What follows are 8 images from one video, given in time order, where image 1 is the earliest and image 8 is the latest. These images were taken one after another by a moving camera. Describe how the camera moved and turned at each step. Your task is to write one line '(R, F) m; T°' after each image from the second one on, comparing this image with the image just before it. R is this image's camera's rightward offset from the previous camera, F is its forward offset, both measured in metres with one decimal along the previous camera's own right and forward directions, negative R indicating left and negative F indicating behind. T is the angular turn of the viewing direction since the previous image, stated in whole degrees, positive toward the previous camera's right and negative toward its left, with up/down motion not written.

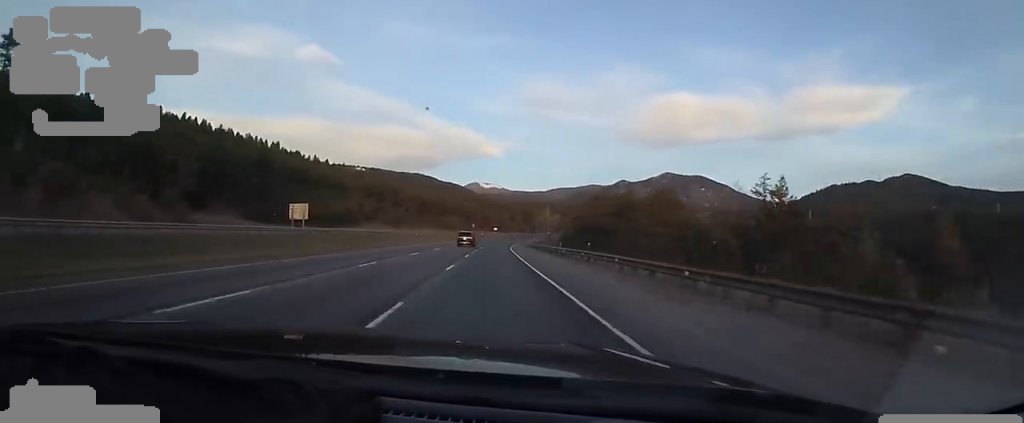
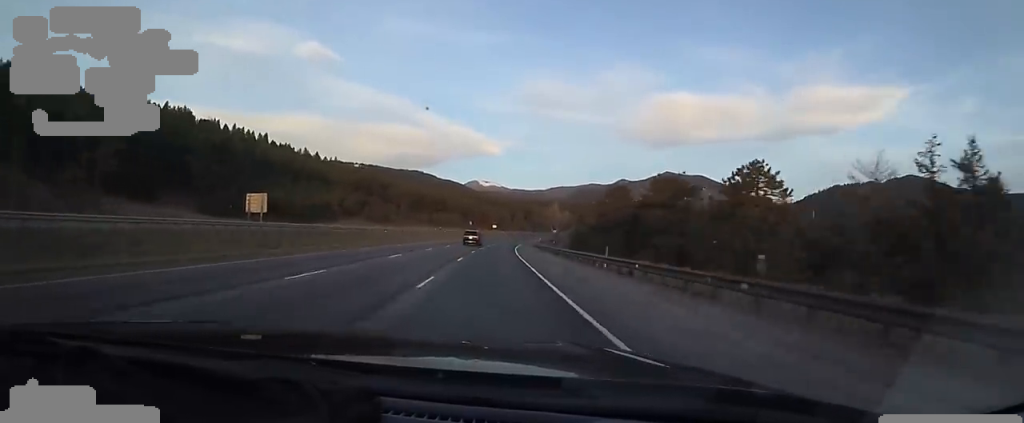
(+0.3, +18.8) m; +1°
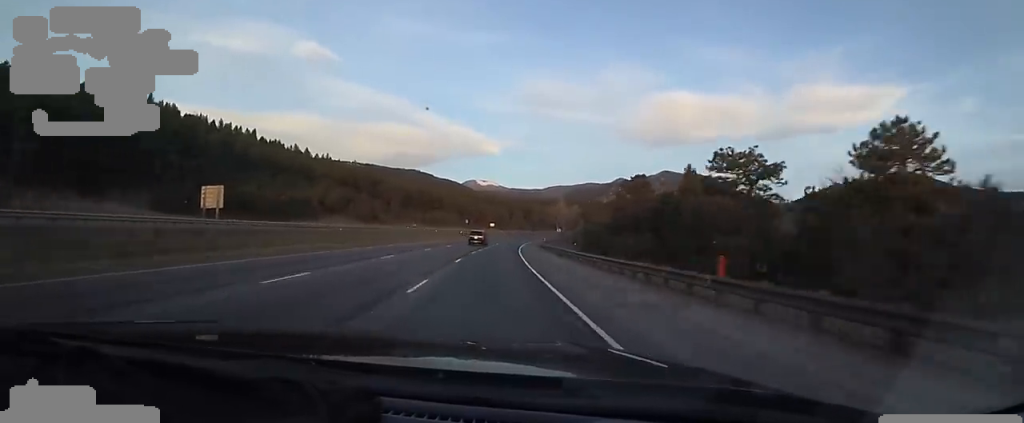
(+0.2, +13.5) m; +1°
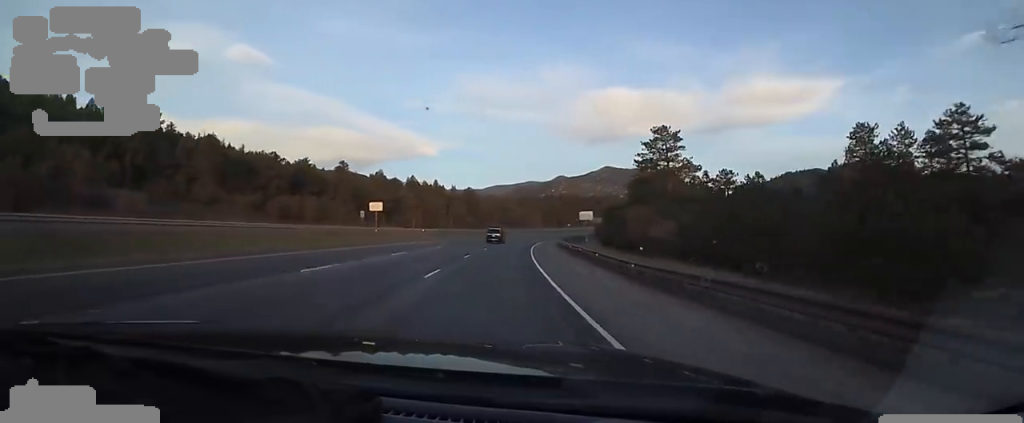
(+4.2, +91.3) m; +6°
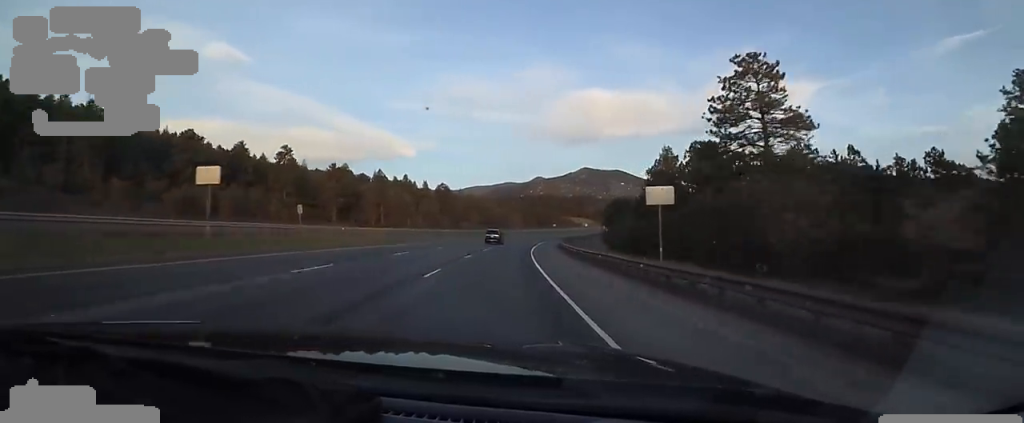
(0.0, +23.4) m; +2°
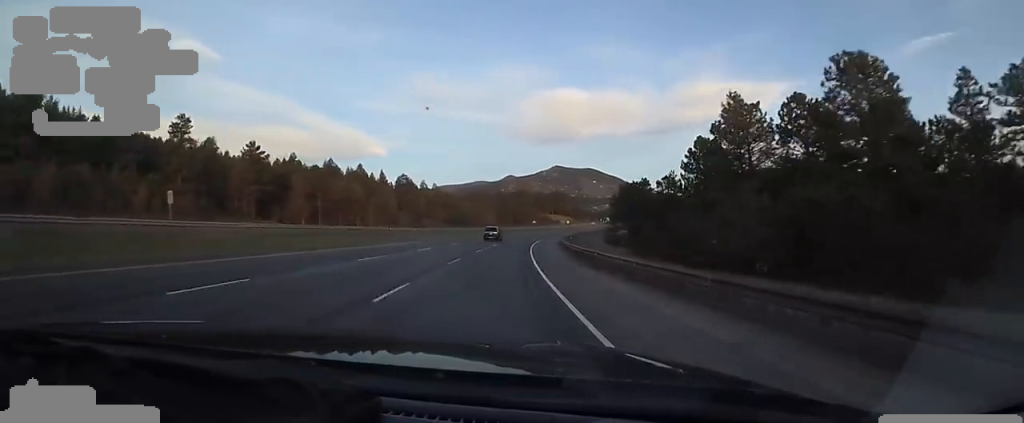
(+0.9, +28.7) m; +4°
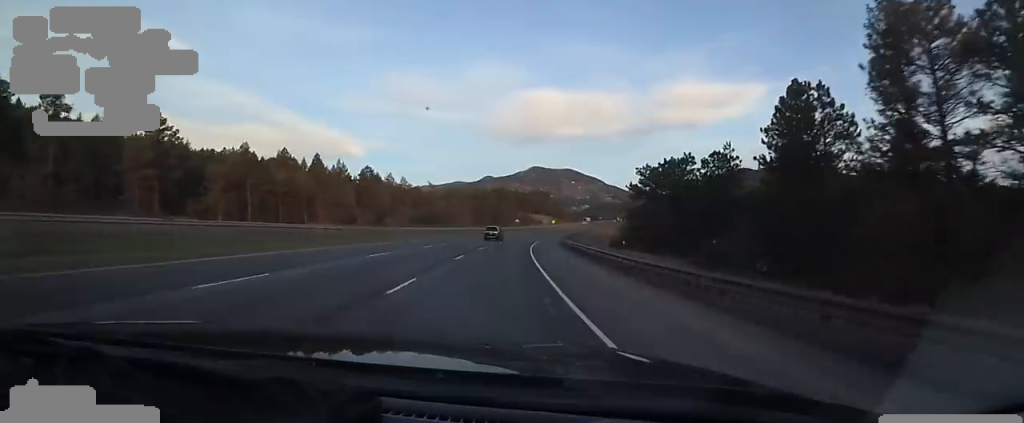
(+0.9, +22.8) m; +4°
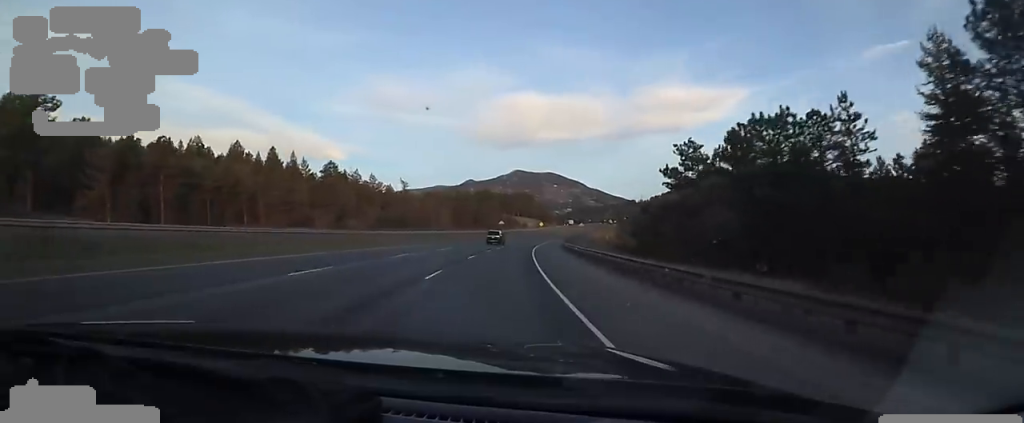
(+0.6, +19.7) m; +2°
